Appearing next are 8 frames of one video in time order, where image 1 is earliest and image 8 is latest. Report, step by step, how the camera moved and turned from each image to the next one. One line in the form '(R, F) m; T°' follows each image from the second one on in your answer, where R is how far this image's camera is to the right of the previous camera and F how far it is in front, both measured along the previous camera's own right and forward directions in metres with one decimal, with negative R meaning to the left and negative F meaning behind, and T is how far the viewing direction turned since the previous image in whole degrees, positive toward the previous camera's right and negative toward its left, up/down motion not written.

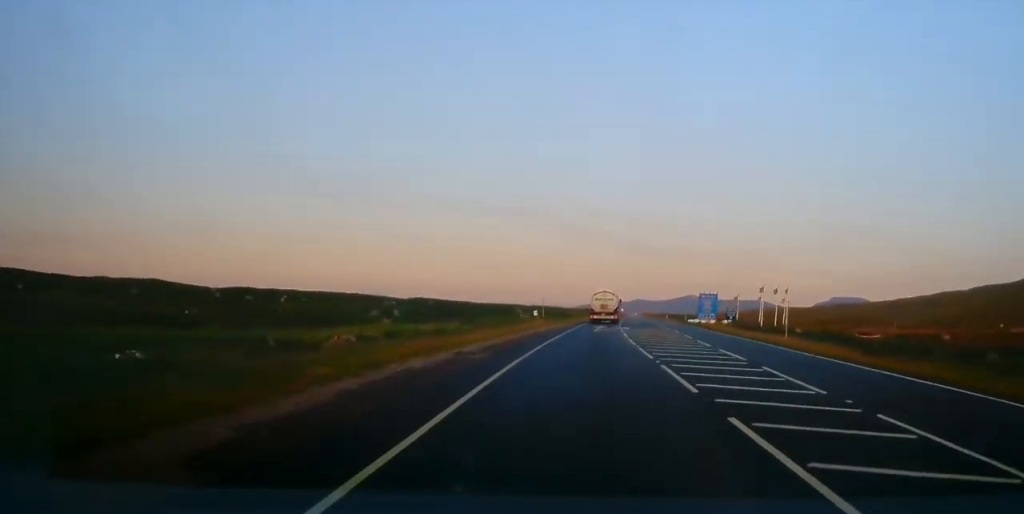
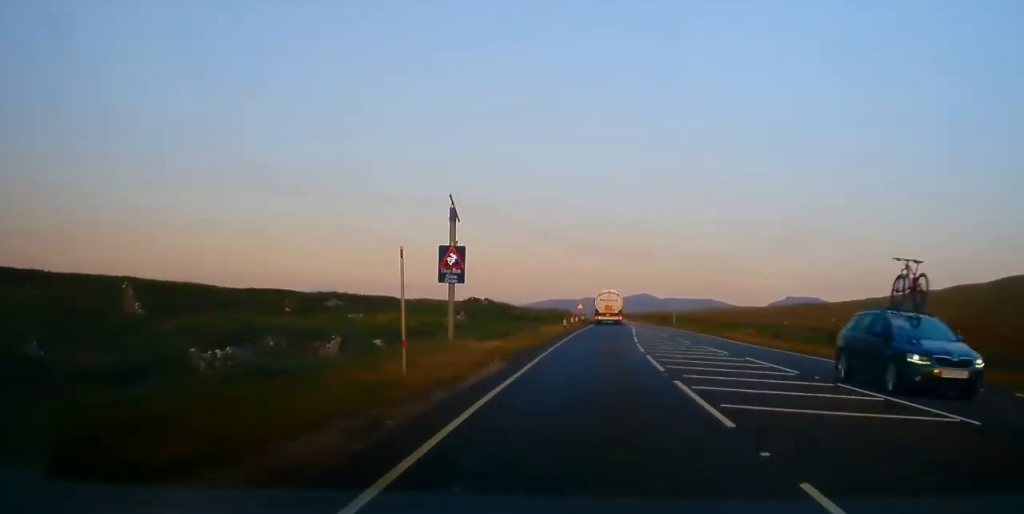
(+1.5, +140.0) m; +1°
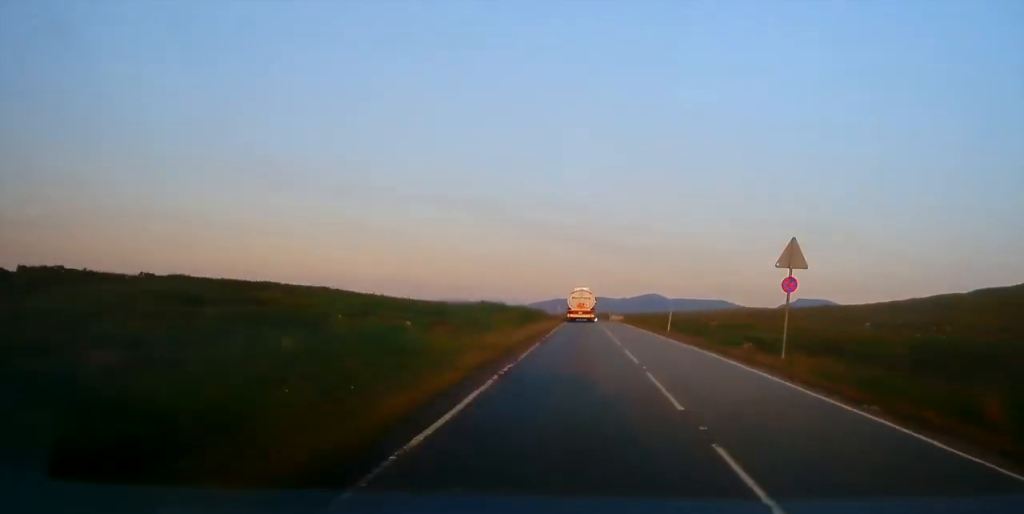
(+0.8, +117.9) m; 0°
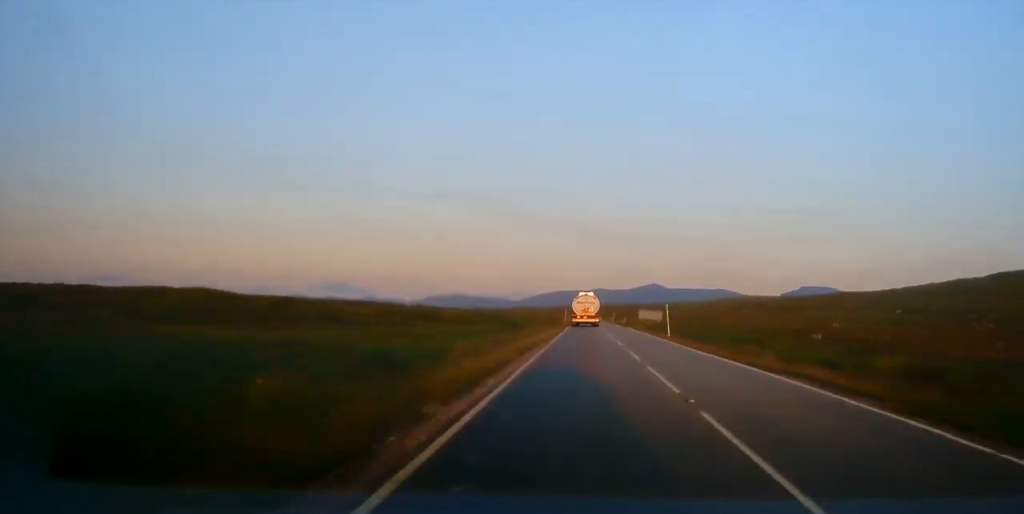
(-0.3, +92.6) m; 0°
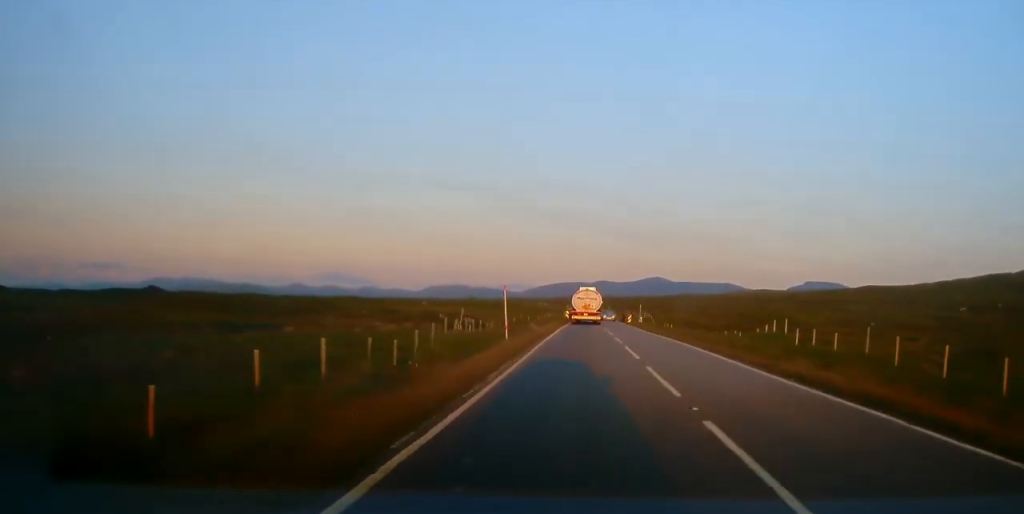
(-0.5, +136.6) m; 0°
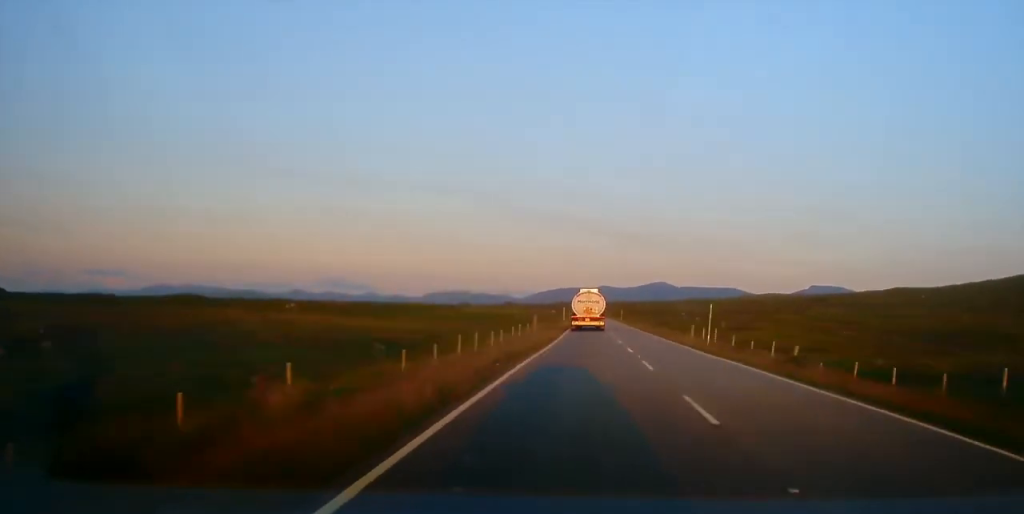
(0.0, +132.5) m; 0°
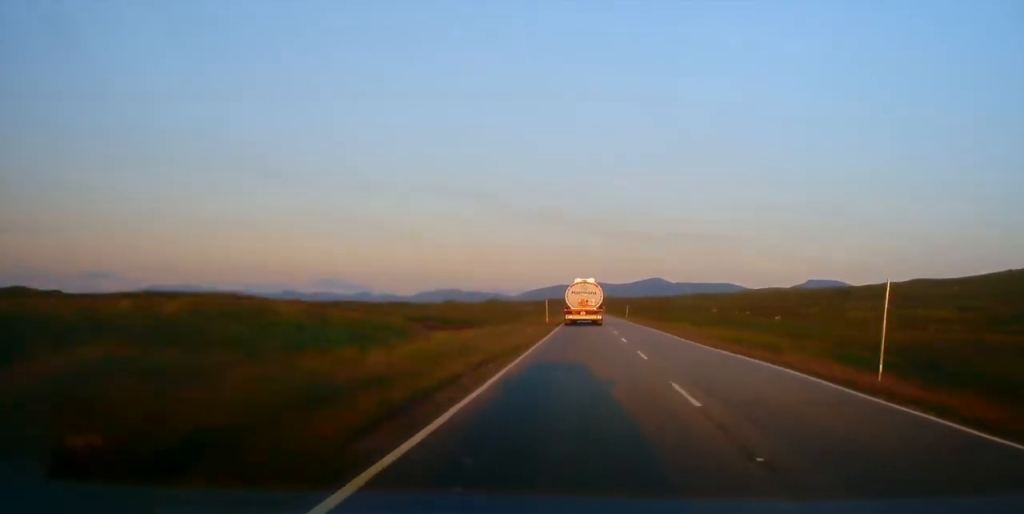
(0.0, +168.5) m; 0°
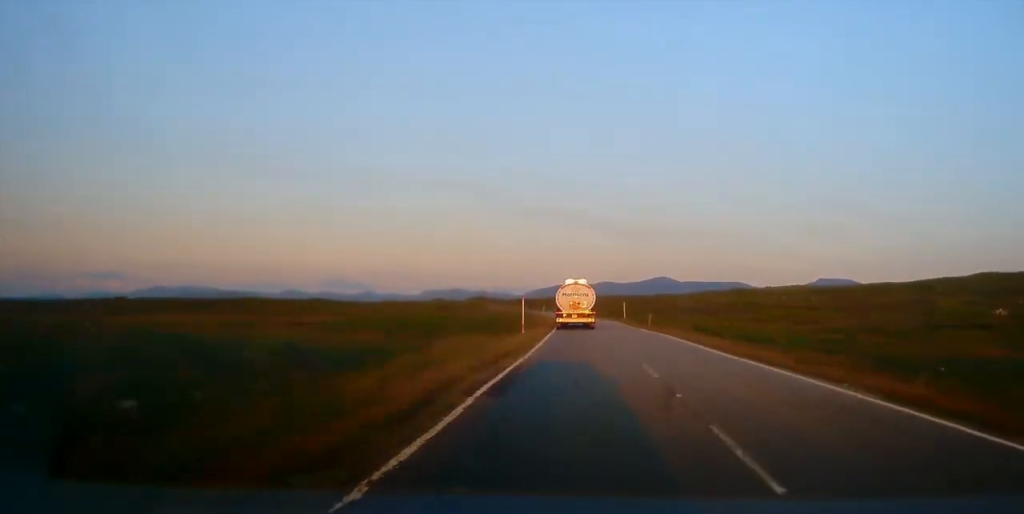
(-0.5, +319.3) m; -2°
